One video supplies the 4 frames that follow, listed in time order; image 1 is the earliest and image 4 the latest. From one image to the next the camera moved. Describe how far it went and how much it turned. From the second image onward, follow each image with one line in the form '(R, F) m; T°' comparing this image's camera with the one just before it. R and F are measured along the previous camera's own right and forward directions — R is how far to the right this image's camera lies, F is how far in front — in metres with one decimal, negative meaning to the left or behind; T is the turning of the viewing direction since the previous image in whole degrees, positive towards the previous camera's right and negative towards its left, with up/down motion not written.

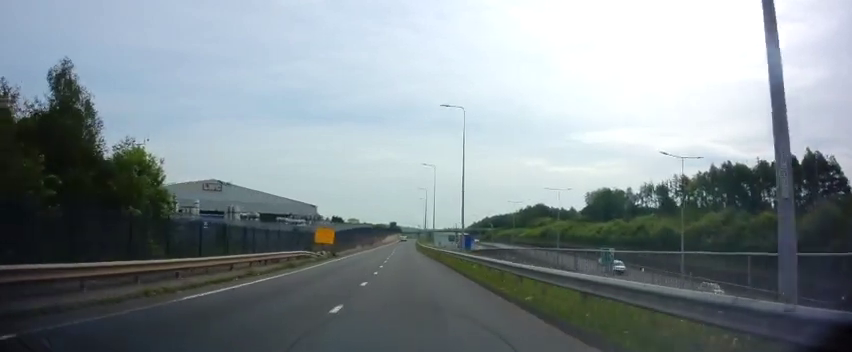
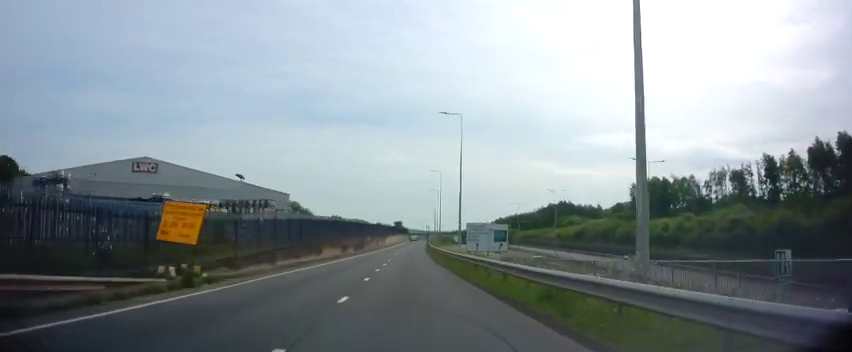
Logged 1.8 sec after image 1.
(+0.1, +27.0) m; 0°
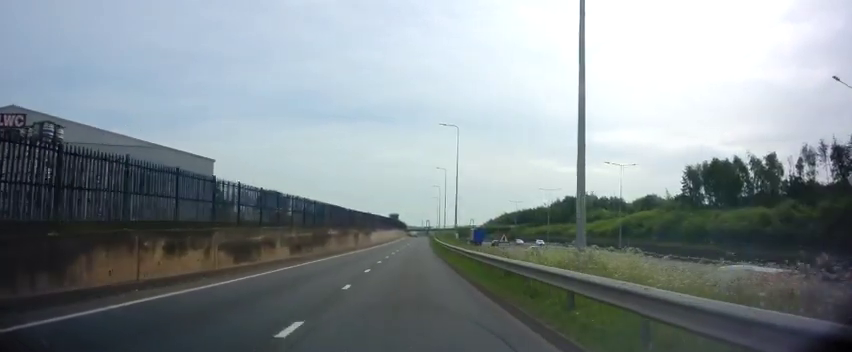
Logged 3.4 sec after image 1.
(+0.3, +27.3) m; +1°
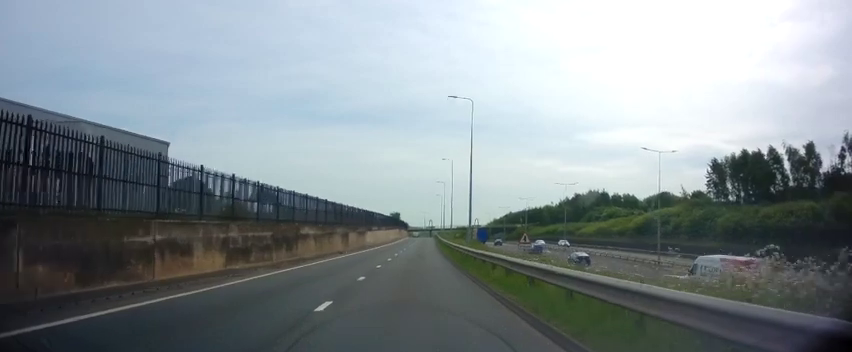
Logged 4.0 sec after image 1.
(-0.2, +9.5) m; 0°
